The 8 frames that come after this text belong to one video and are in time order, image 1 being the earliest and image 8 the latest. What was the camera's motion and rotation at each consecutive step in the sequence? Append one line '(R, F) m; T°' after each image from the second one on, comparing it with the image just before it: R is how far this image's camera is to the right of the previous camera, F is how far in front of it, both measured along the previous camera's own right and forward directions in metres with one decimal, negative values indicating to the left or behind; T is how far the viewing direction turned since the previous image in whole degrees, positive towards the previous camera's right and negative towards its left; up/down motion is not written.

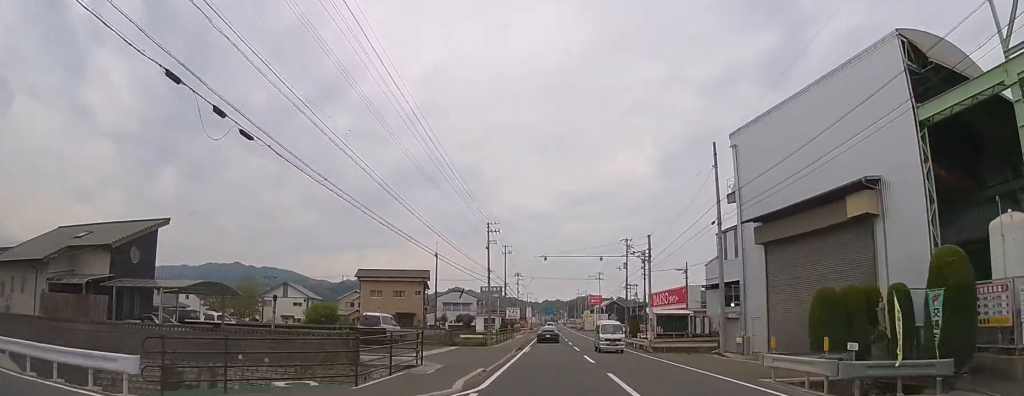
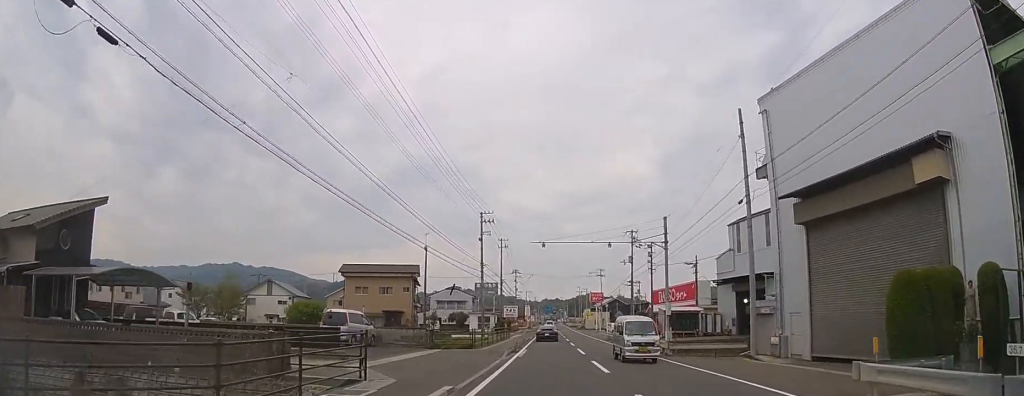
(0.0, +5.2) m; 0°
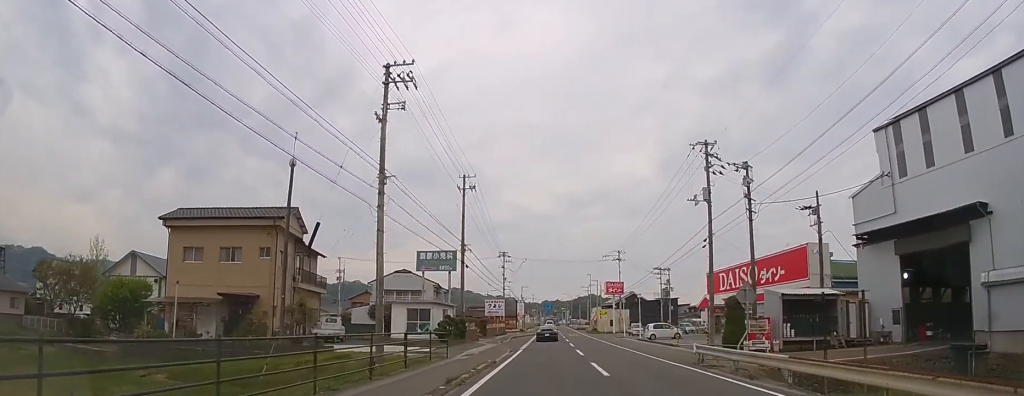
(0.0, +30.6) m; 0°
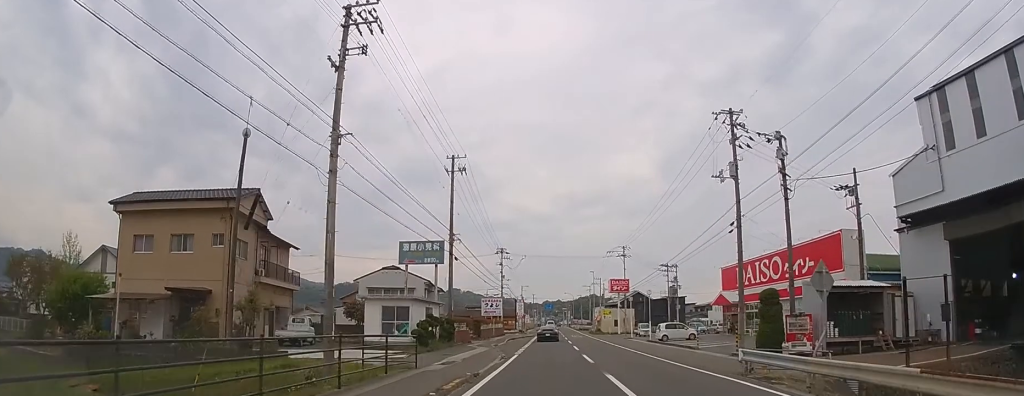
(0.0, +4.9) m; 0°
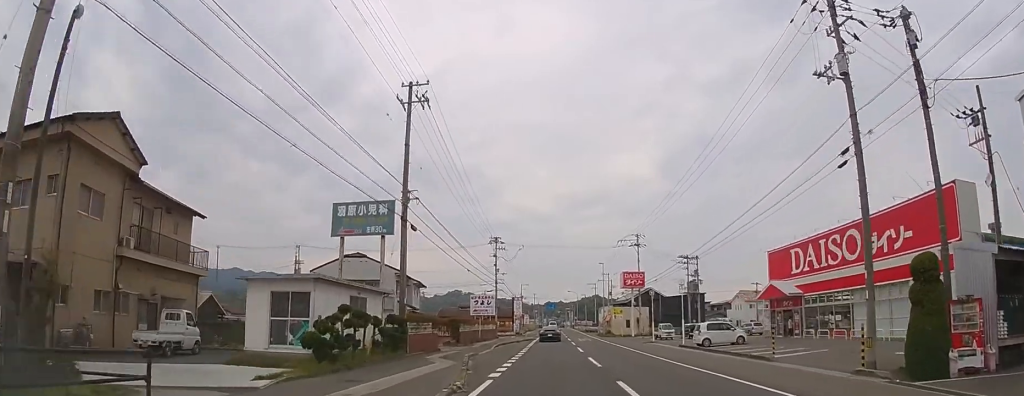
(0.0, +11.8) m; 0°
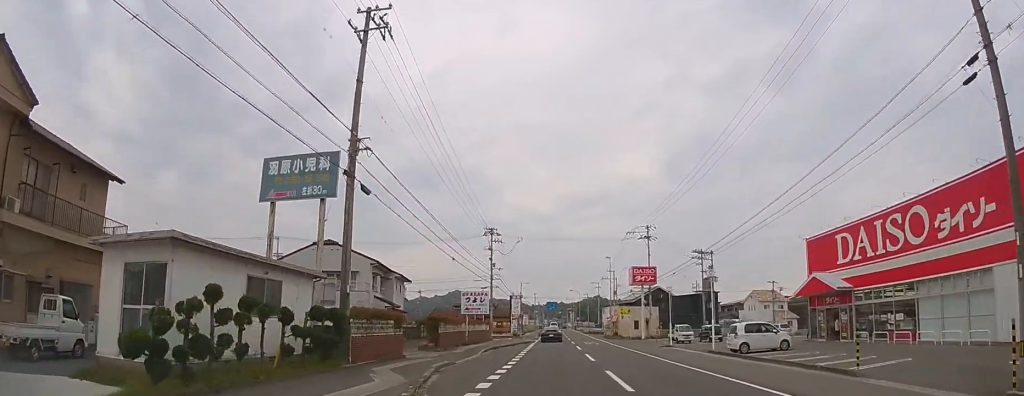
(0.0, +7.0) m; 0°
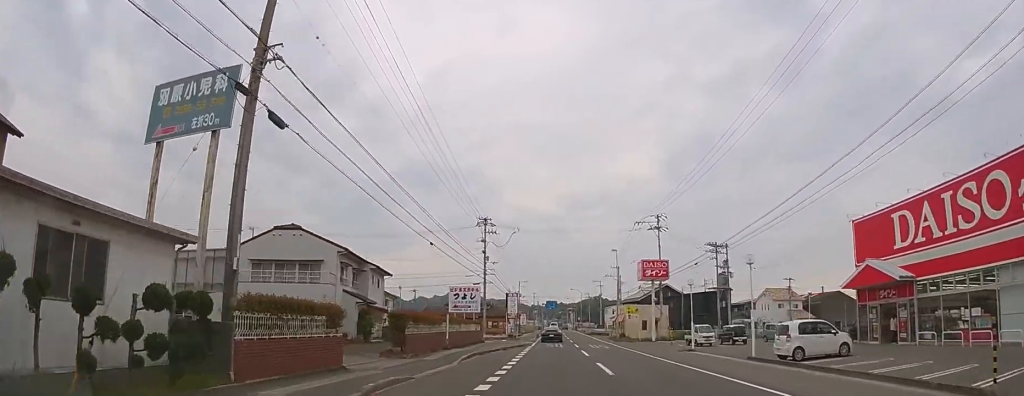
(0.0, +6.1) m; 0°
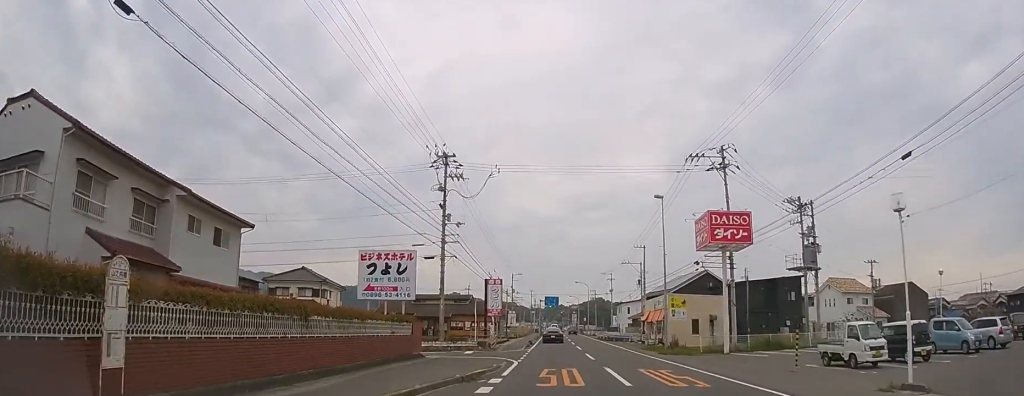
(-0.1, +22.5) m; 0°
